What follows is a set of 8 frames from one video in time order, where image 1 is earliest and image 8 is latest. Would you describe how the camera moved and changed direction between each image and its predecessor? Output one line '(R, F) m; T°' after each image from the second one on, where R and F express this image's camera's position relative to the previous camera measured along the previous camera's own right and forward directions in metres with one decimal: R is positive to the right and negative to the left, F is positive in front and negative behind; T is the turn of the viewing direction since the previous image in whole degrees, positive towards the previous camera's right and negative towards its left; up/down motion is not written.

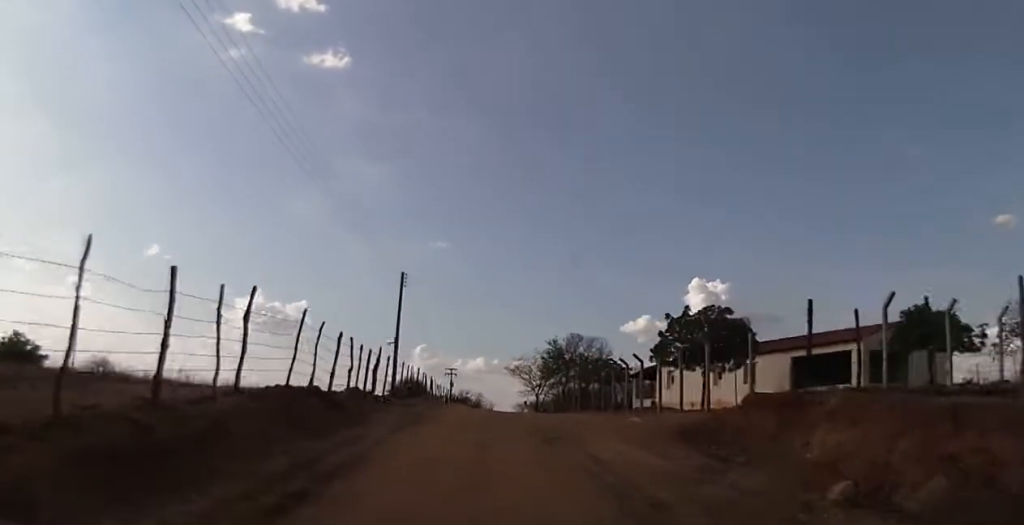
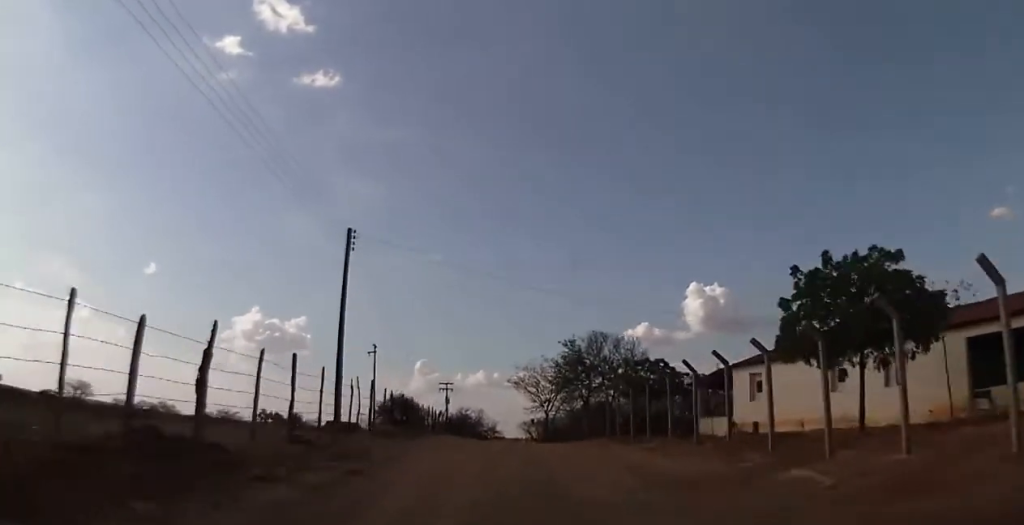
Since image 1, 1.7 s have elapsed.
(+0.1, +13.7) m; +2°
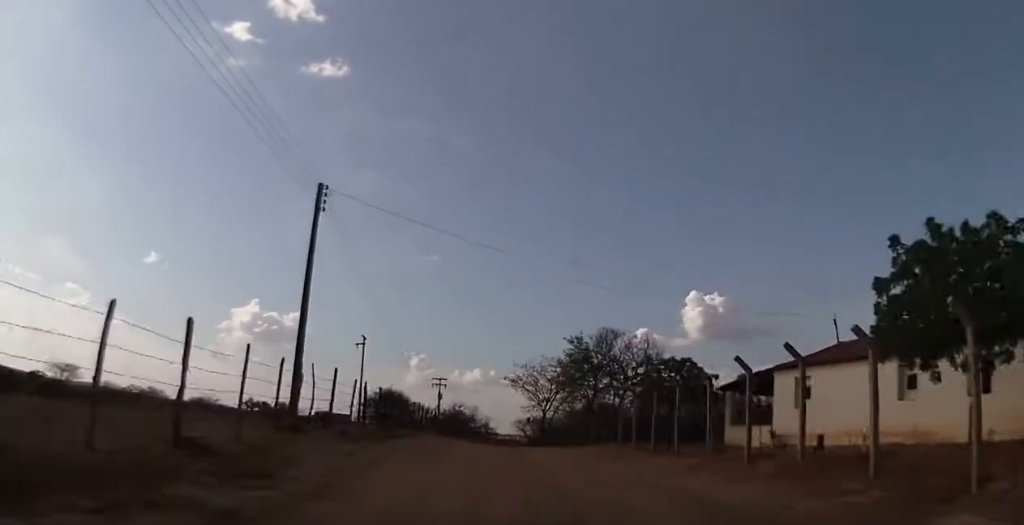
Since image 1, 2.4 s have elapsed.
(0.0, +4.8) m; 0°
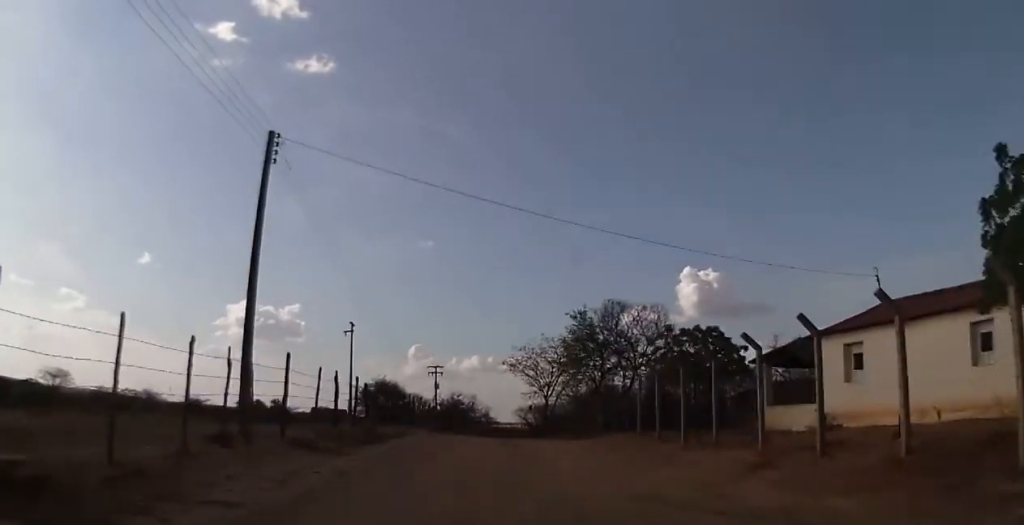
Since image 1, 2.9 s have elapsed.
(0.0, +3.6) m; 0°
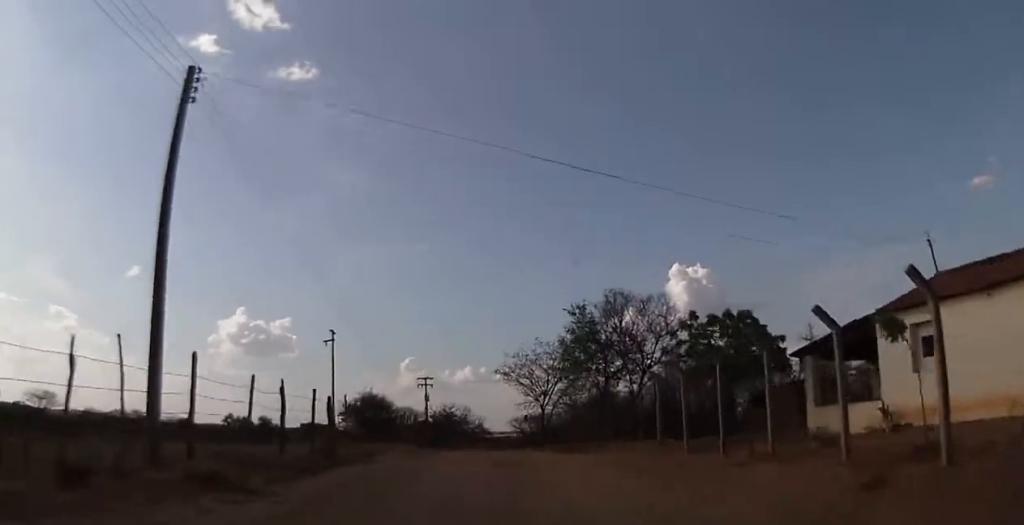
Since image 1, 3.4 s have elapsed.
(0.0, +3.9) m; 0°
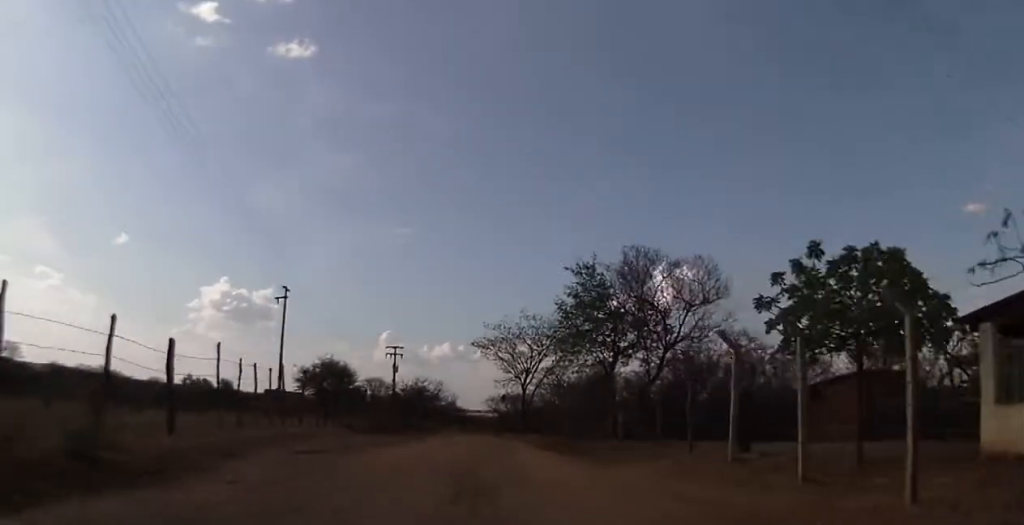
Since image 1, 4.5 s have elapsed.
(0.0, +7.7) m; 0°
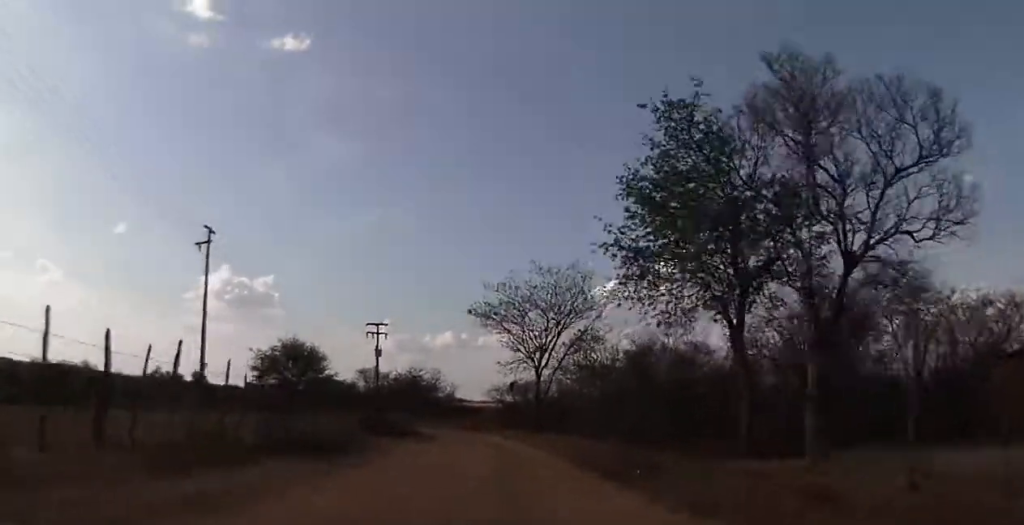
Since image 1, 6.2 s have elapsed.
(0.0, +12.3) m; 0°
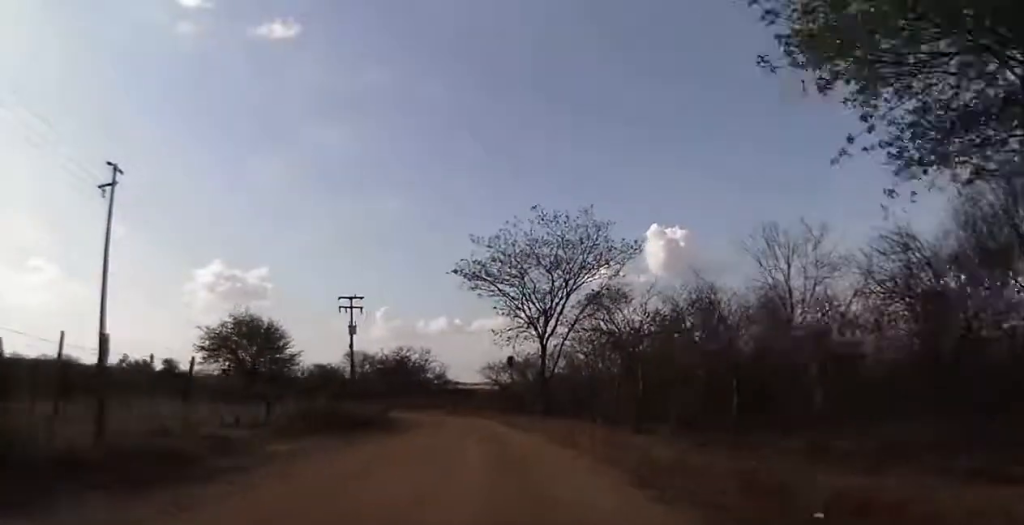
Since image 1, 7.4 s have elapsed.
(0.0, +8.3) m; +2°
